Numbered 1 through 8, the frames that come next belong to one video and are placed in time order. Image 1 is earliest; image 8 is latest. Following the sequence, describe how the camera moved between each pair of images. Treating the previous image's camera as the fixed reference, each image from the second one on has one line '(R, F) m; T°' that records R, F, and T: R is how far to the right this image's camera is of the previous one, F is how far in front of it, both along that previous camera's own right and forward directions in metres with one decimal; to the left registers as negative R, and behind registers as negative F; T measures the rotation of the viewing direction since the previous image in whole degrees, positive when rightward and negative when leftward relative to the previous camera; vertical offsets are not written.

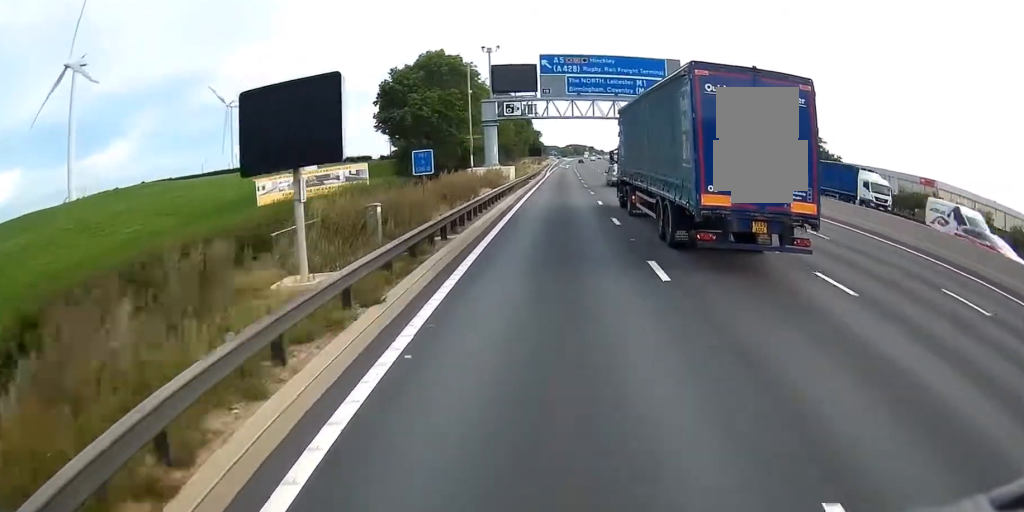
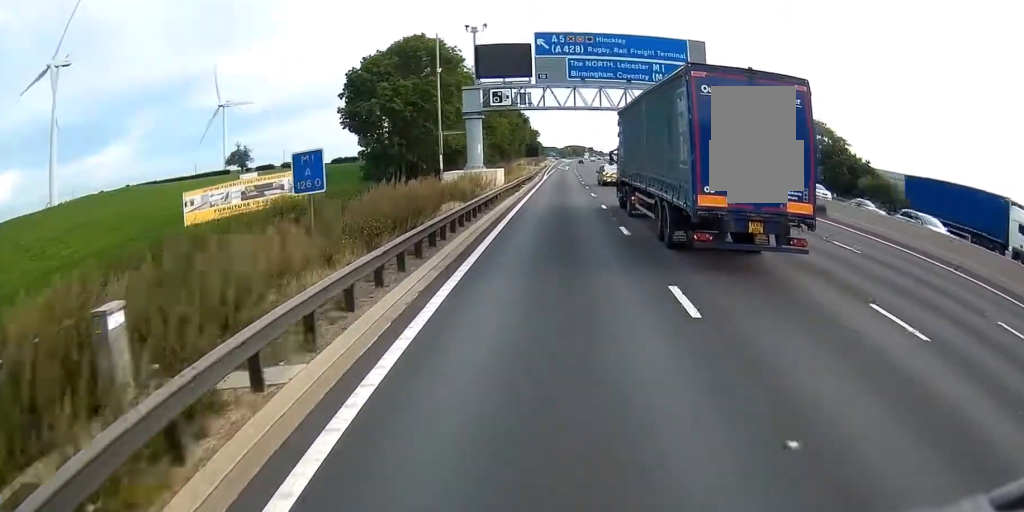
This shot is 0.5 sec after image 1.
(0.0, +11.2) m; 0°
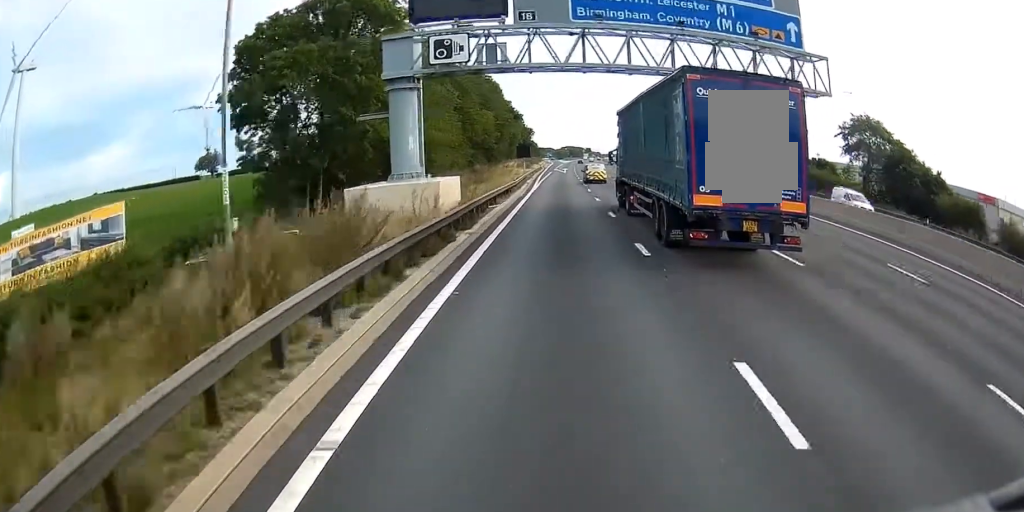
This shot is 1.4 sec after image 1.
(0.0, +21.6) m; +1°
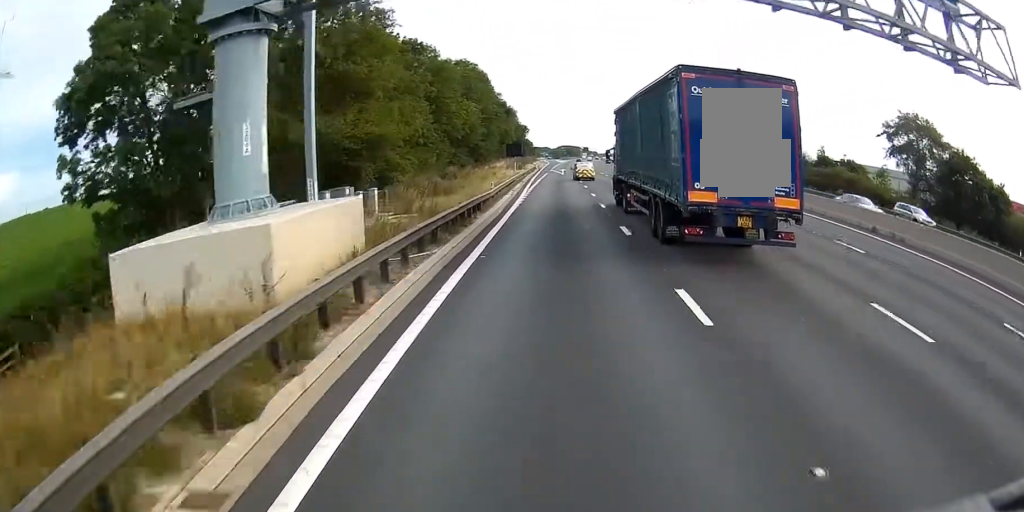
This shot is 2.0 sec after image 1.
(+0.2, +14.4) m; +1°
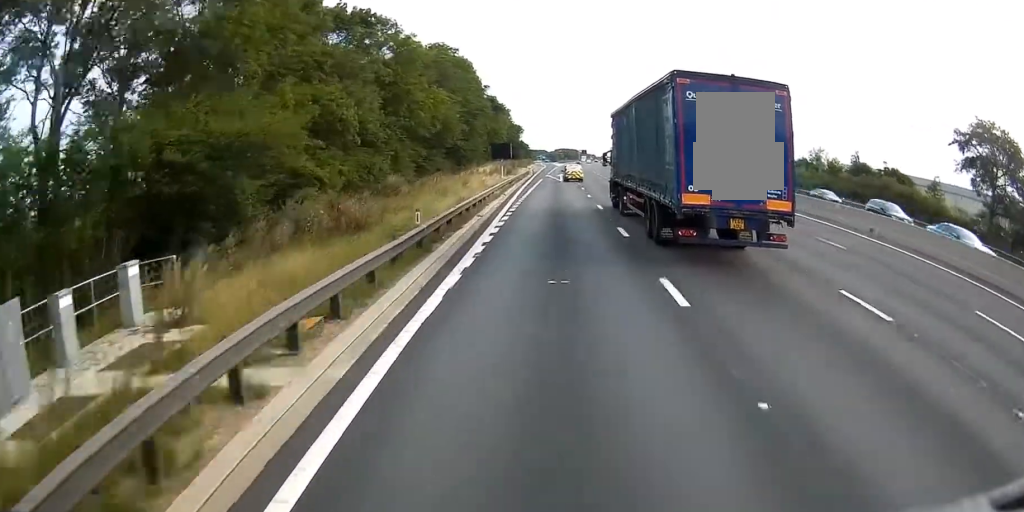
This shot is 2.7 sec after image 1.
(+0.1, +16.8) m; 0°
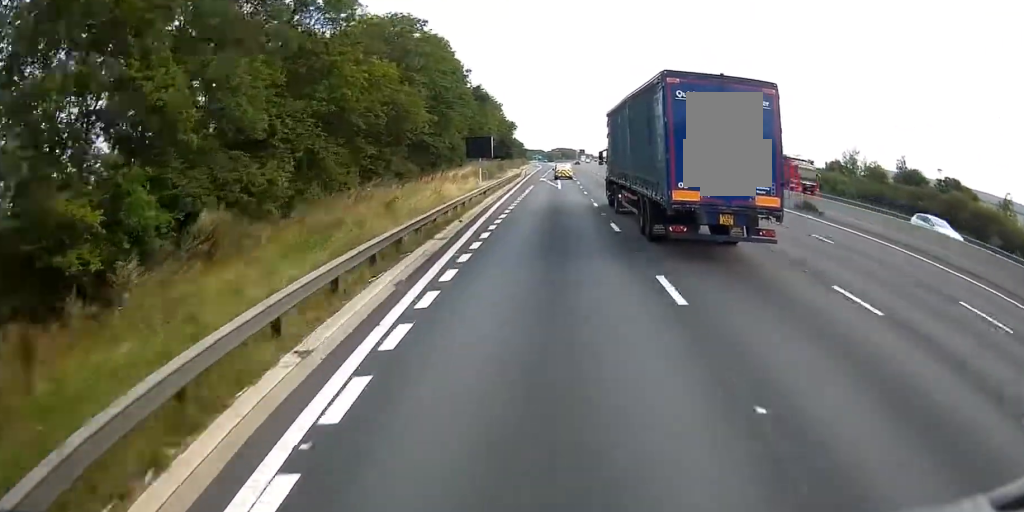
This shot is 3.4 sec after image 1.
(+0.1, +17.6) m; 0°
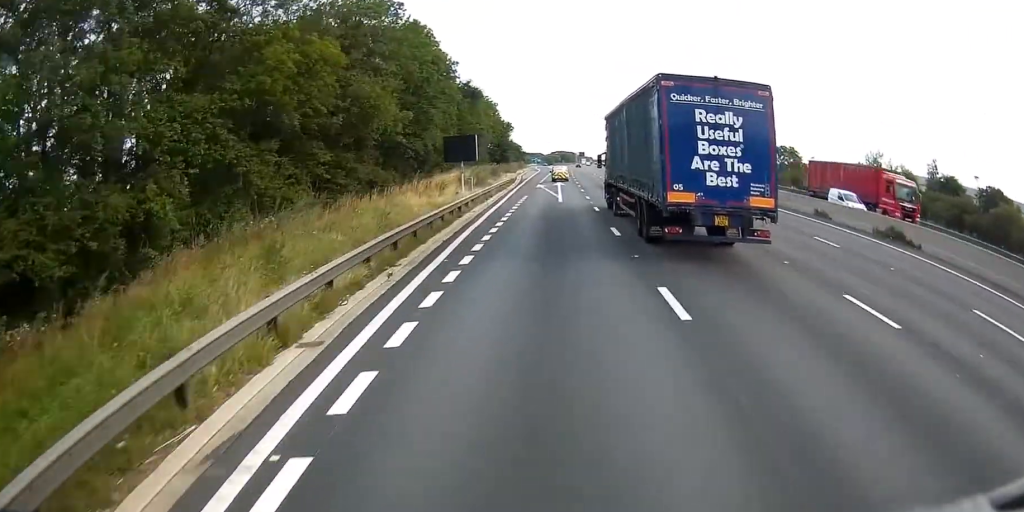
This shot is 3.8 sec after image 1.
(0.0, +9.6) m; 0°
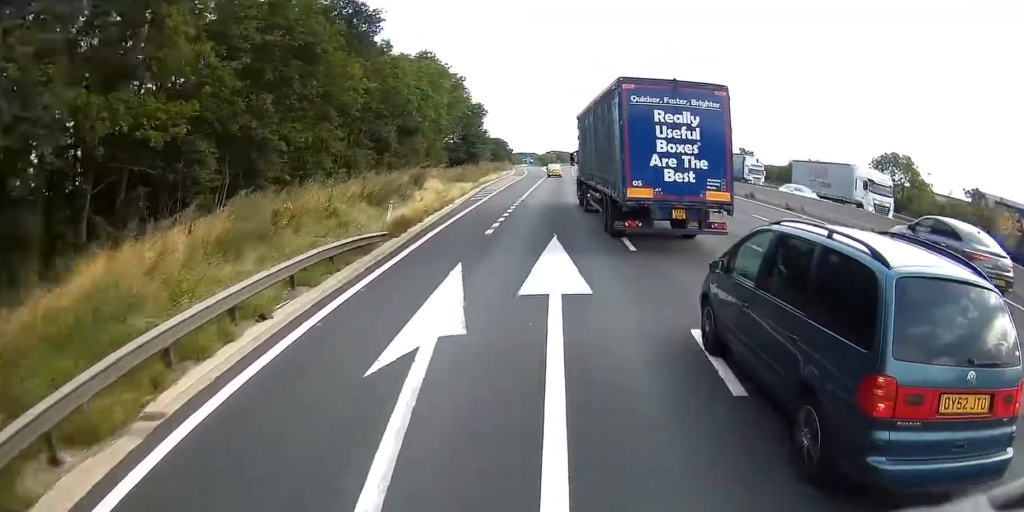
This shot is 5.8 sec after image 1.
(-0.2, +48.0) m; 0°
